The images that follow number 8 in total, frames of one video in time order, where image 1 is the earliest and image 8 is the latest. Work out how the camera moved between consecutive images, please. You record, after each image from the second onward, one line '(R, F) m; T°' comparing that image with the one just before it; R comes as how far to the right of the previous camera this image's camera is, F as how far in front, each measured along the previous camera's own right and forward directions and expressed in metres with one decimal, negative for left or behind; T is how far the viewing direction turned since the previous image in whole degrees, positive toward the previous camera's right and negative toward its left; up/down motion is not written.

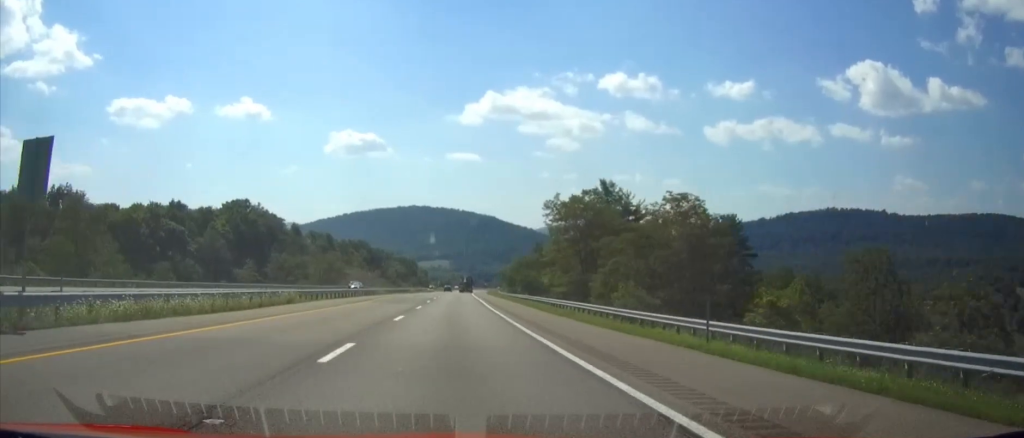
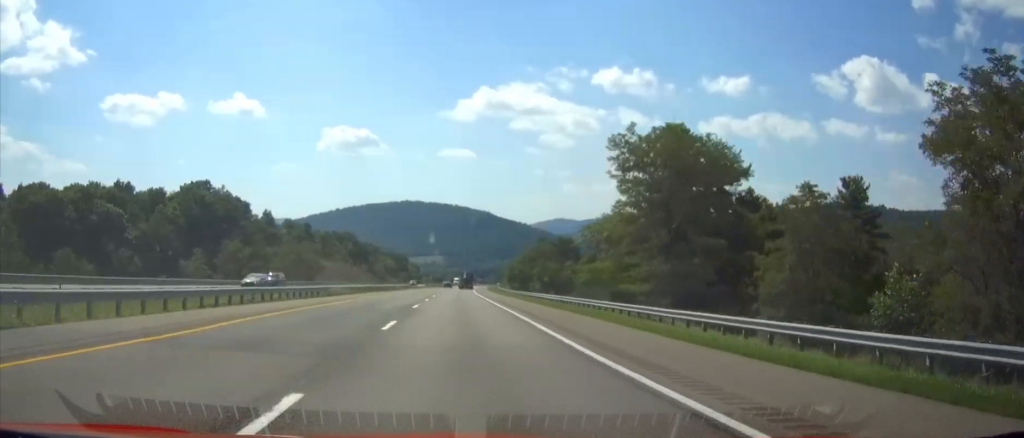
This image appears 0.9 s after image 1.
(0.0, +30.7) m; 0°
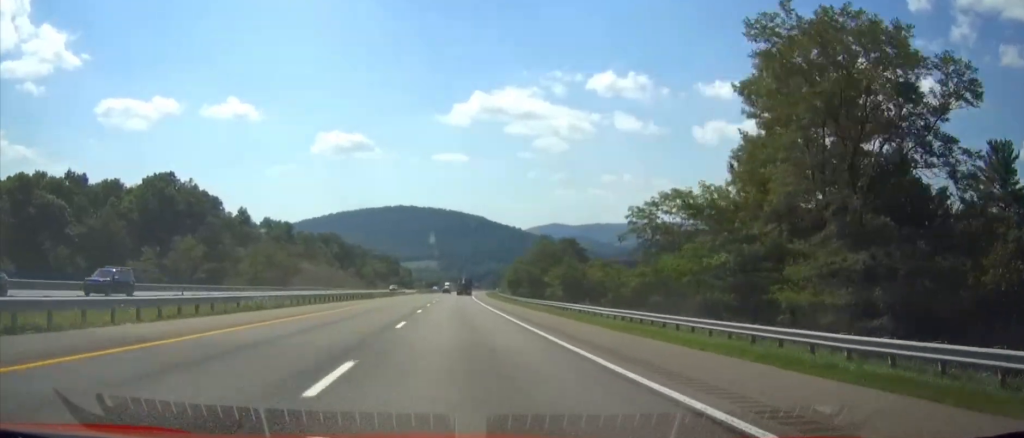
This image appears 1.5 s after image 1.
(0.0, +21.2) m; 0°
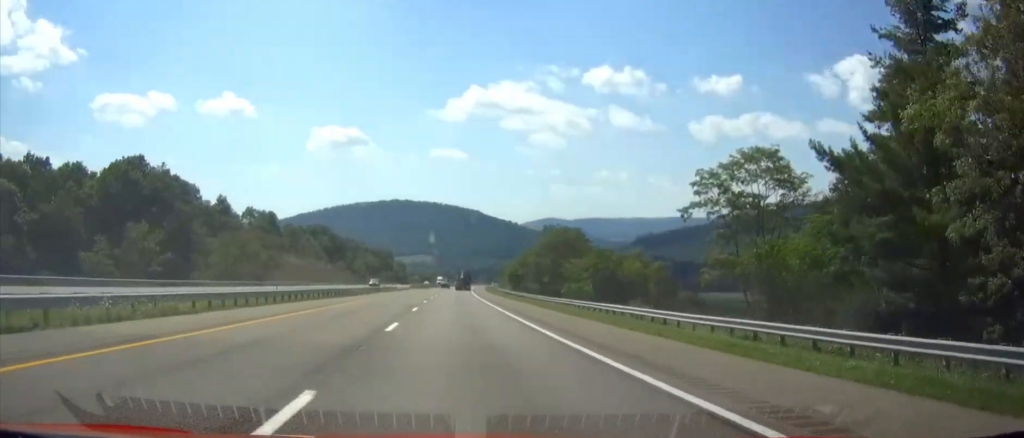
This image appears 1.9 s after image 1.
(-0.1, +15.3) m; +1°
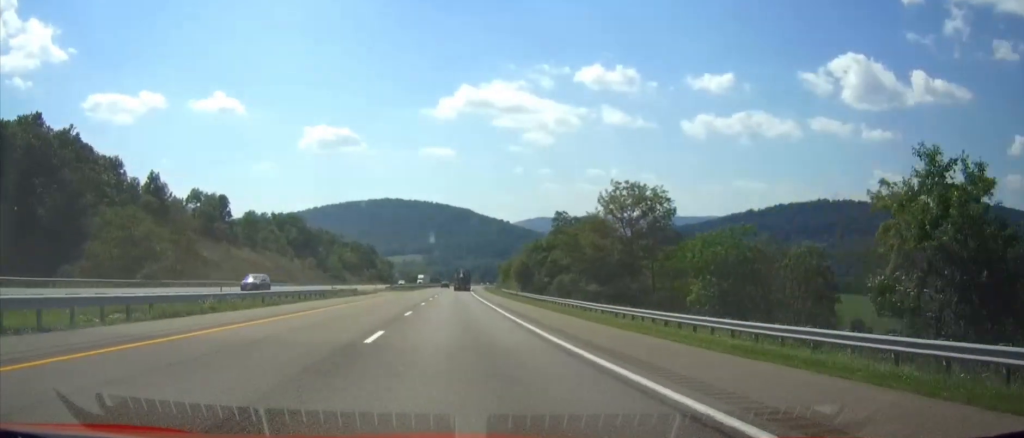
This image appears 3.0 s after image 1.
(+0.6, +40.0) m; +2°
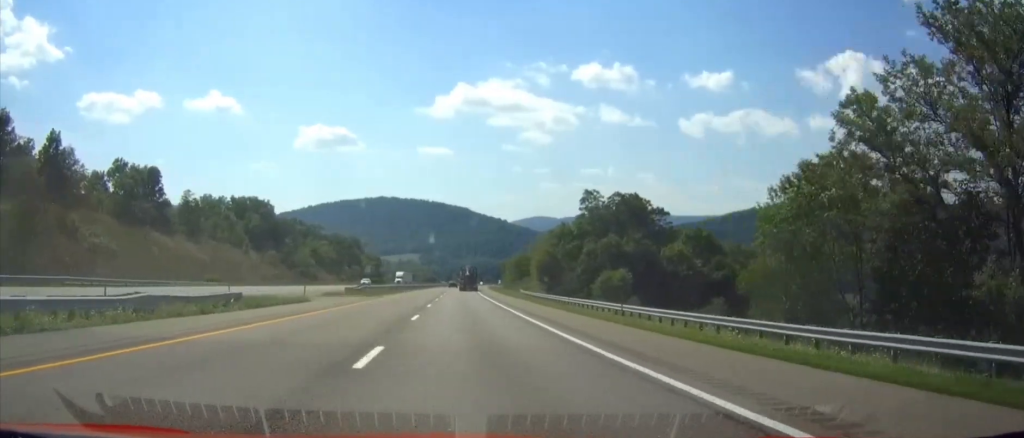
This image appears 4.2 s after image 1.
(+0.3, +41.2) m; 0°
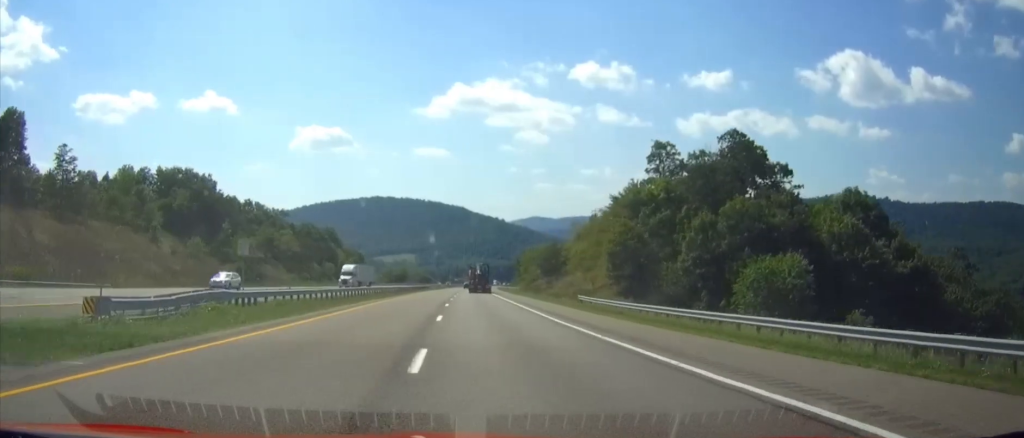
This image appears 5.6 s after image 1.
(-0.1, +49.3) m; 0°
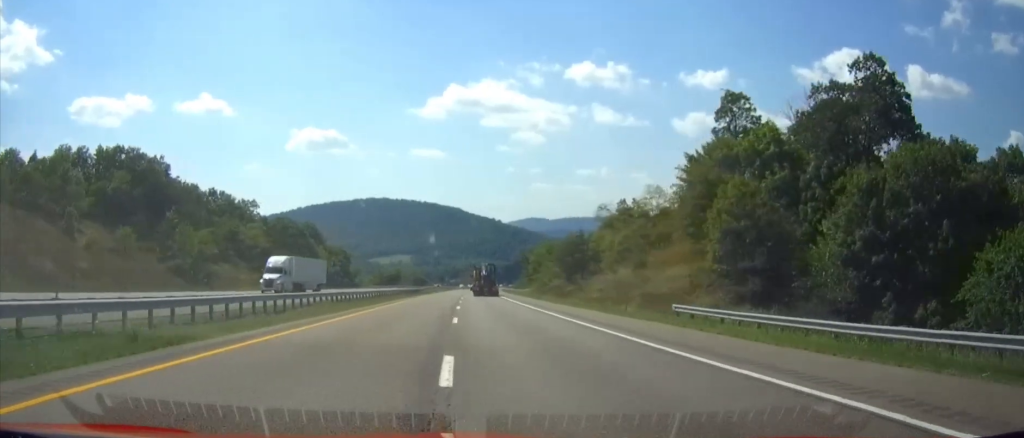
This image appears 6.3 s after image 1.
(0.0, +25.8) m; 0°
